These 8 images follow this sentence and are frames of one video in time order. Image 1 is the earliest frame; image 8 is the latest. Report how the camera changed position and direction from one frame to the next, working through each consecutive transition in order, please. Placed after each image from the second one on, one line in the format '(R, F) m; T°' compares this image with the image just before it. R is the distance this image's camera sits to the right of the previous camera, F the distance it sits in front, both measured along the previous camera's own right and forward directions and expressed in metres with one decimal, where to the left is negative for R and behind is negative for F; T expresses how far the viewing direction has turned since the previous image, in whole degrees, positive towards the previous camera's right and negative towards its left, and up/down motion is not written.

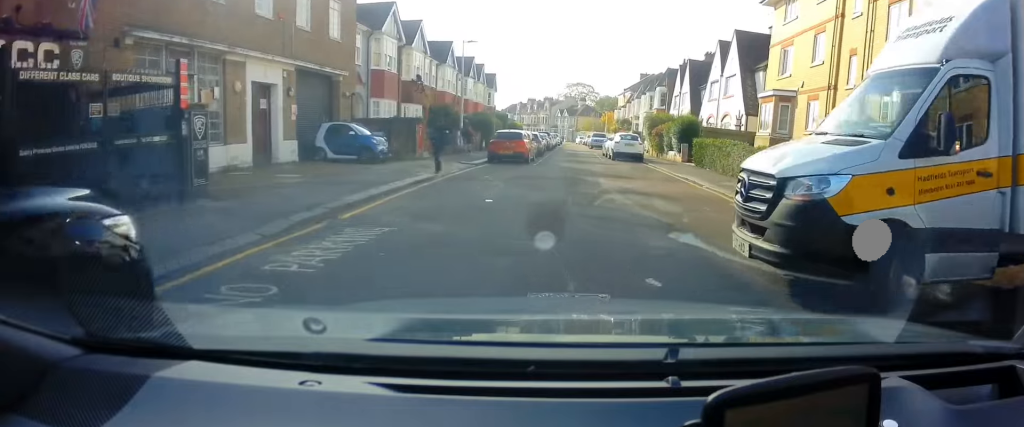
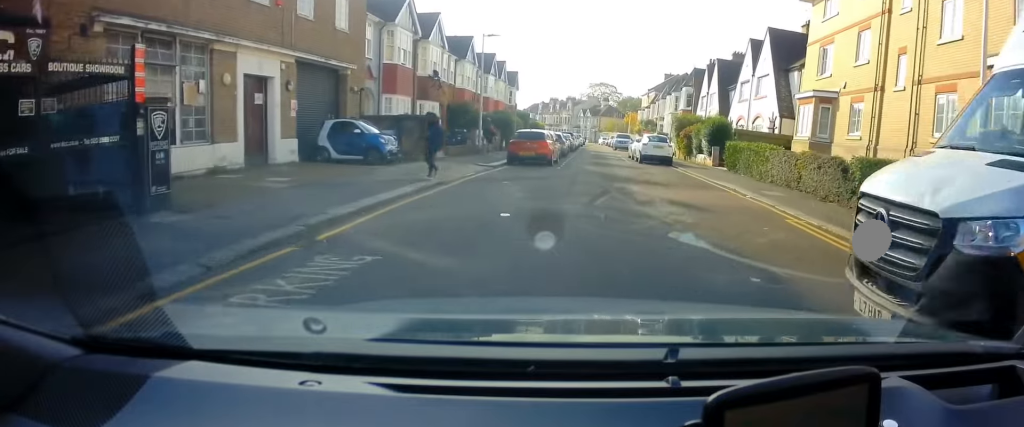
(0.0, +1.9) m; 0°
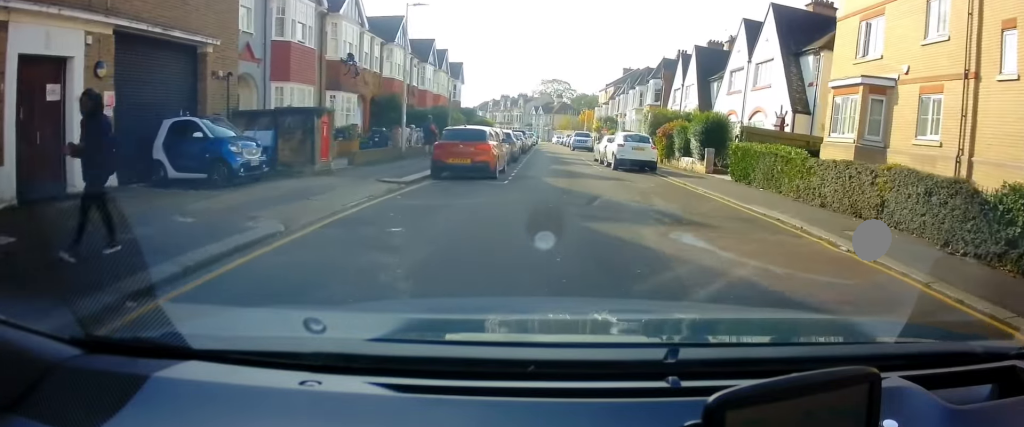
(+0.6, +6.7) m; +4°
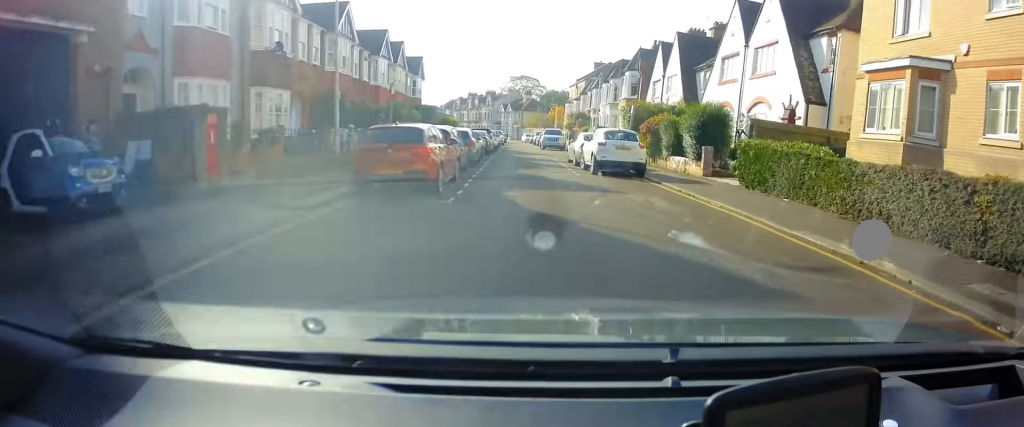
(-0.4, +3.9) m; +3°
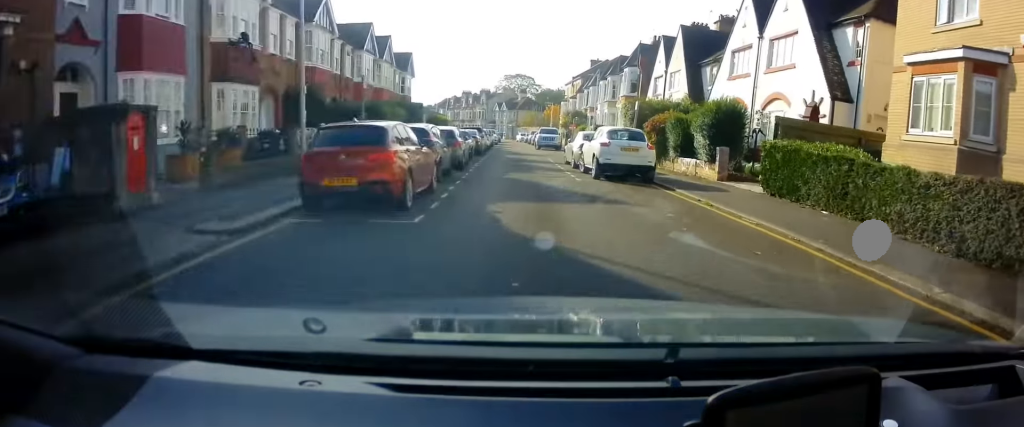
(+0.3, +2.3) m; +2°
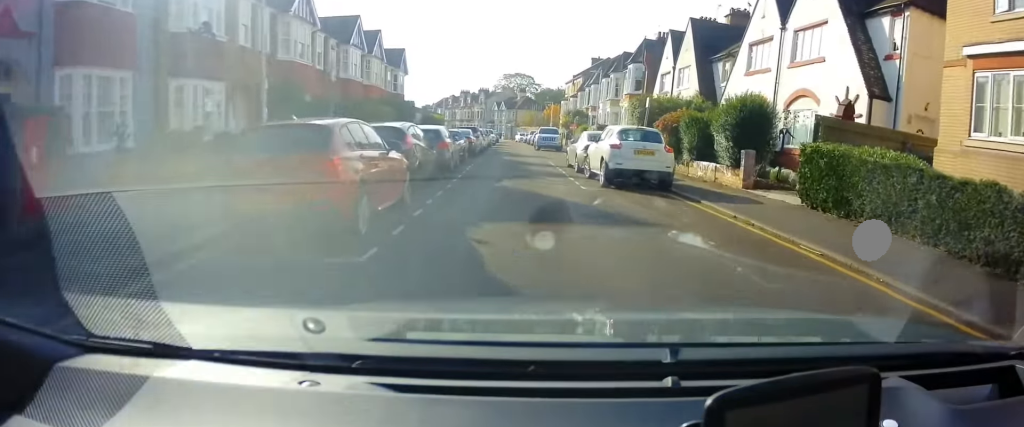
(+0.3, +2.4) m; +2°
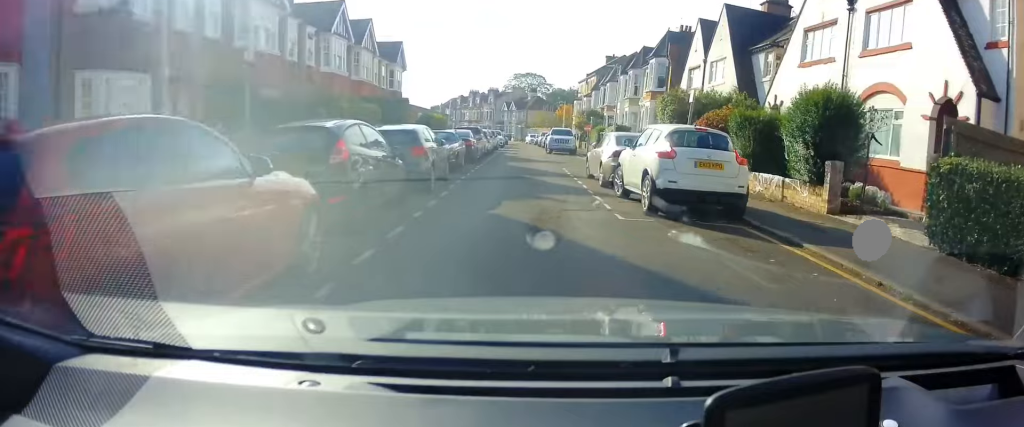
(-0.3, +4.4) m; -4°
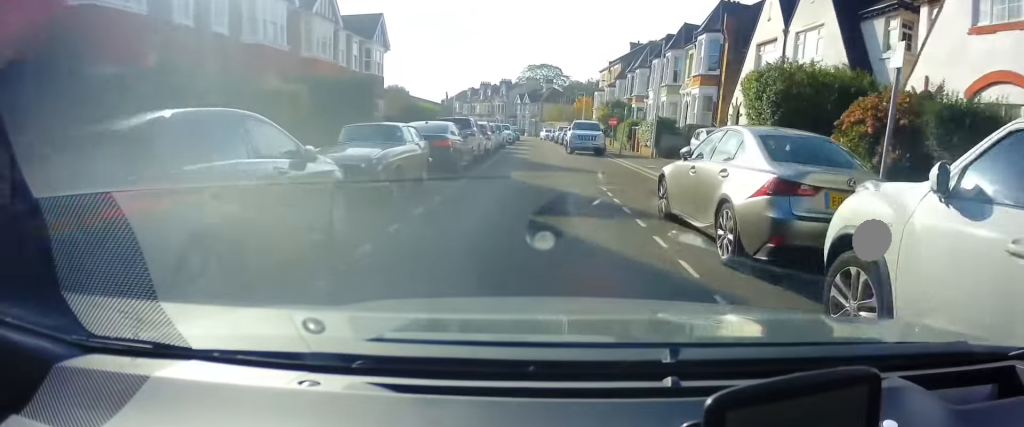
(-0.1, +8.6) m; -1°
